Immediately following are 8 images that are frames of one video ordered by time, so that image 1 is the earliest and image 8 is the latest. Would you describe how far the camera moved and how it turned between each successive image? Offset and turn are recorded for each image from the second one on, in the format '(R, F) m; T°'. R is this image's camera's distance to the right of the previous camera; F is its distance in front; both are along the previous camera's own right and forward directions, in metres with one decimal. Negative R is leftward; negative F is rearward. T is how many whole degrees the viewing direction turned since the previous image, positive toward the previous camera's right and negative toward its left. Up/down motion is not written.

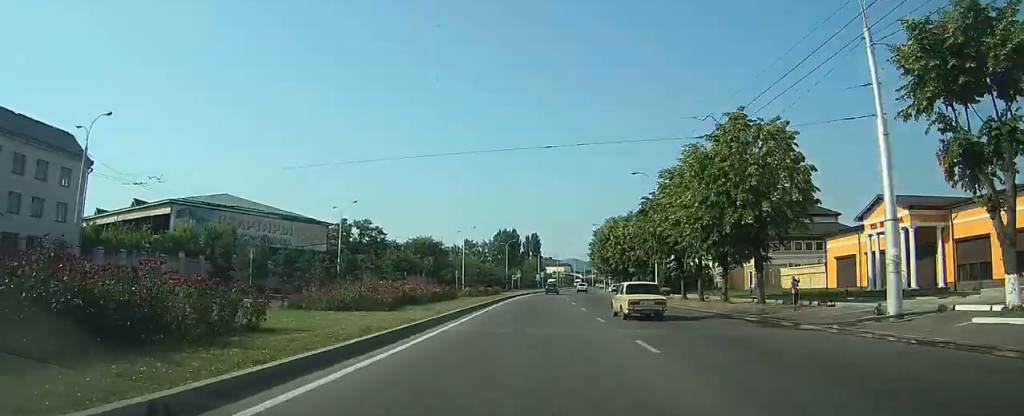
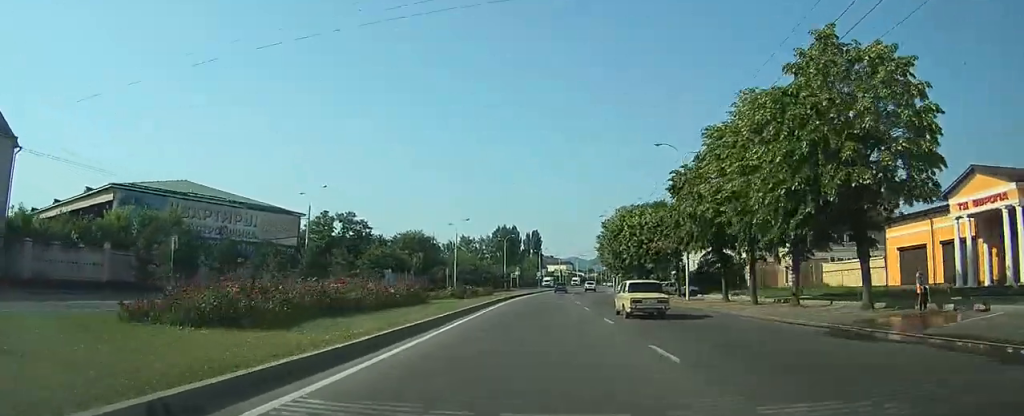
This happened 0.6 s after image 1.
(0.0, +10.7) m; 0°
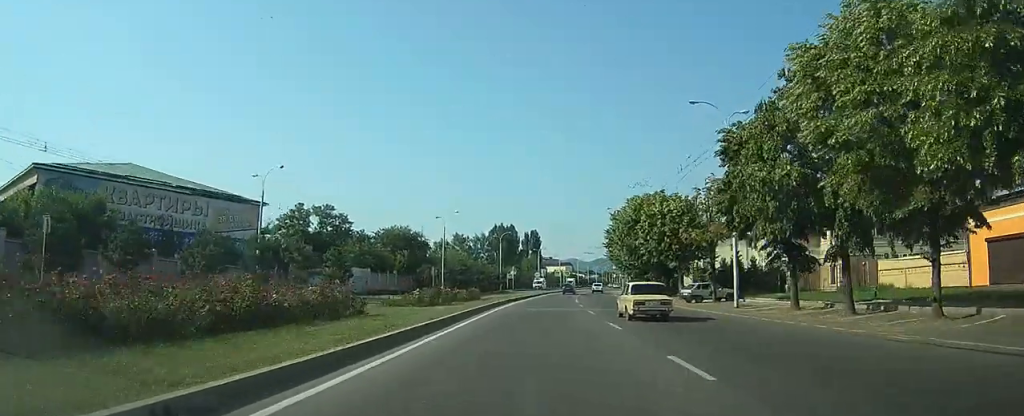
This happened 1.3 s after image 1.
(0.0, +10.7) m; 0°
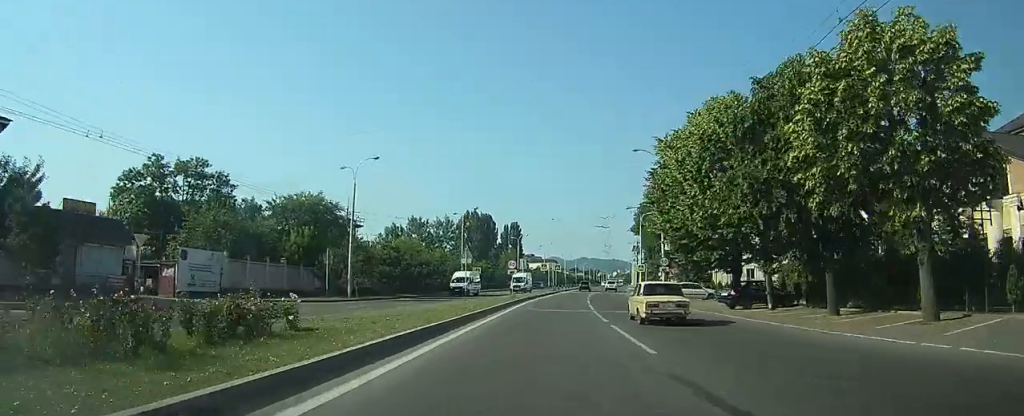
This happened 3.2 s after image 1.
(+0.2, +33.6) m; +1°
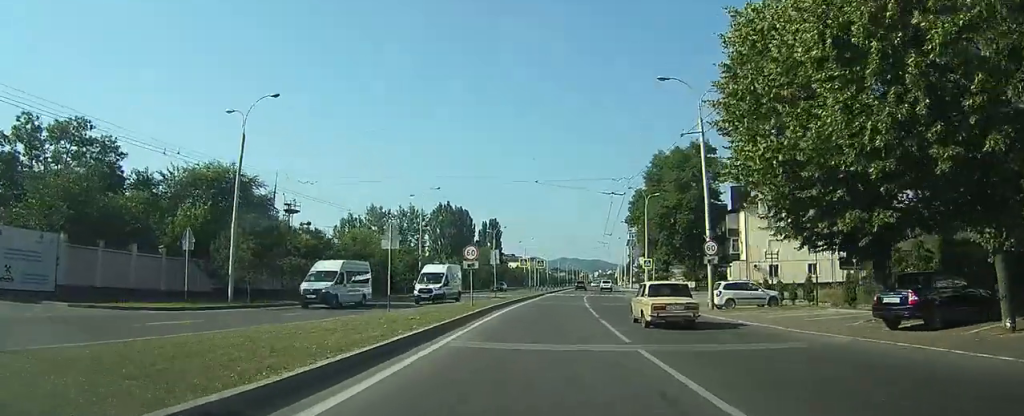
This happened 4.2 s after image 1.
(+0.1, +16.1) m; +1°
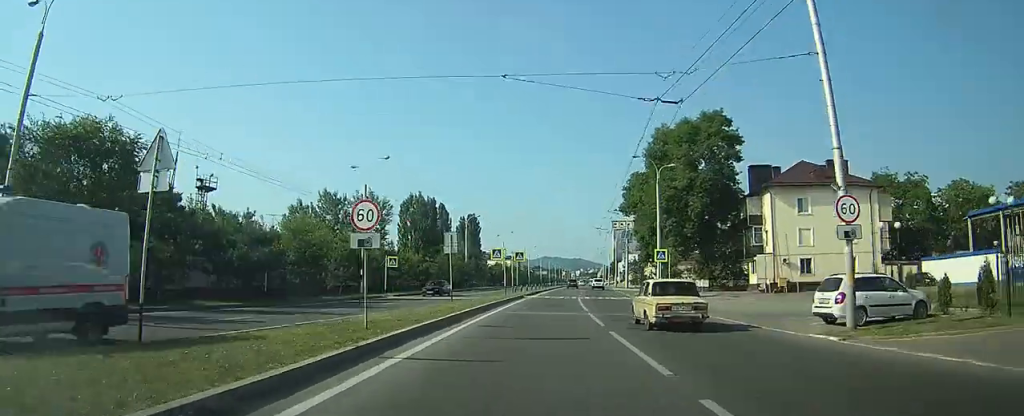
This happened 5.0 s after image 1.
(+0.1, +14.4) m; +2°
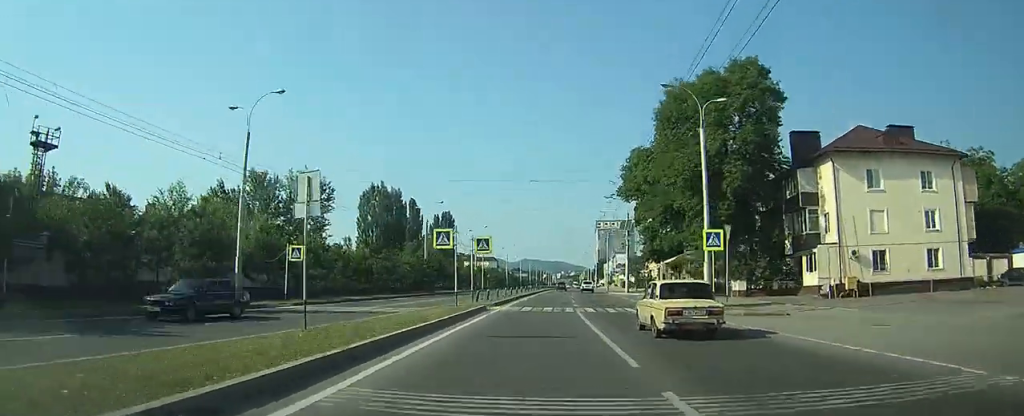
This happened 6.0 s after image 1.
(+0.4, +17.8) m; +2°
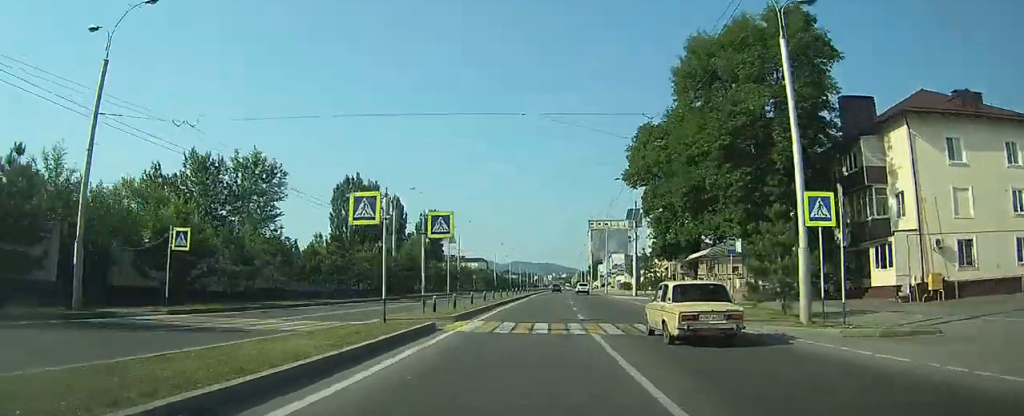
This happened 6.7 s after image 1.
(+0.2, +11.4) m; +1°
